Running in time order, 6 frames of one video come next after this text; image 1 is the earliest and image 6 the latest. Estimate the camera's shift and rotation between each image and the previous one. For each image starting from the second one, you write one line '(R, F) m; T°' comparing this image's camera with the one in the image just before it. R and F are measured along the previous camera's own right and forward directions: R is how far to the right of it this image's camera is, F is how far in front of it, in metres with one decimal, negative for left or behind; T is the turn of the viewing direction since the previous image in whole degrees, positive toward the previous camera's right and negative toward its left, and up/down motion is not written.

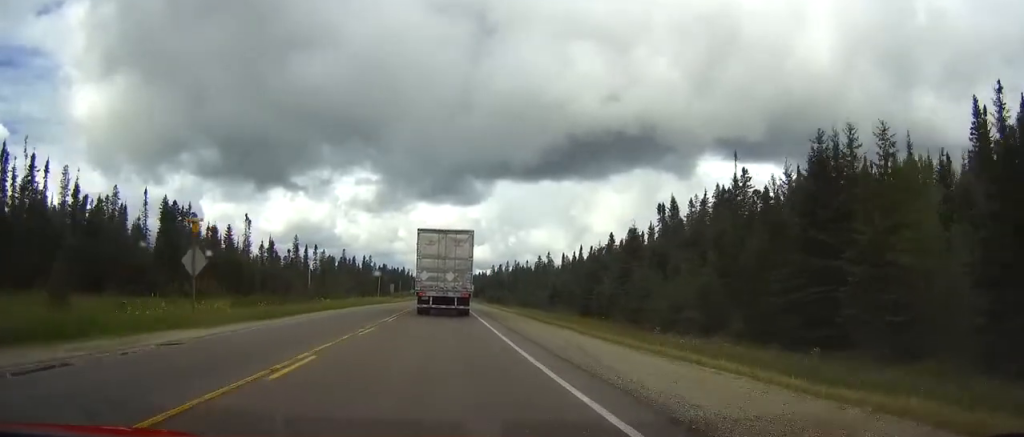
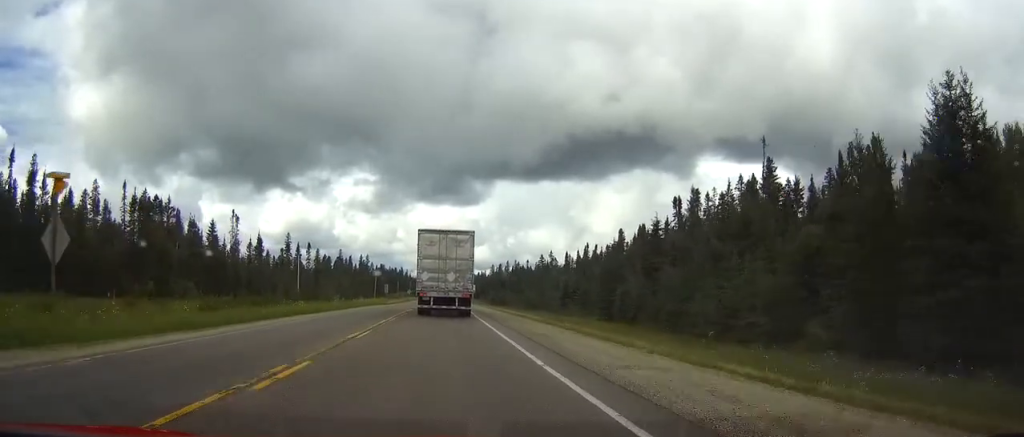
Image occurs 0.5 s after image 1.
(+0.1, +10.2) m; 0°
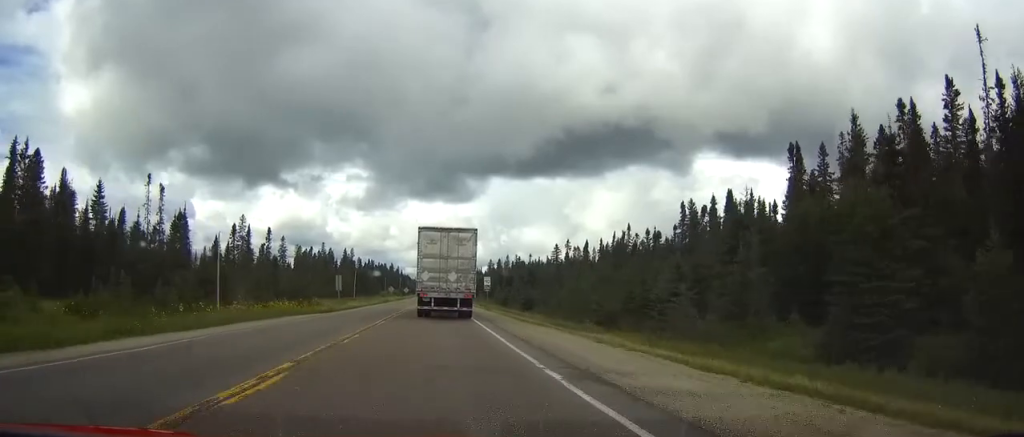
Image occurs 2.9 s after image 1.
(+0.3, +45.8) m; +1°
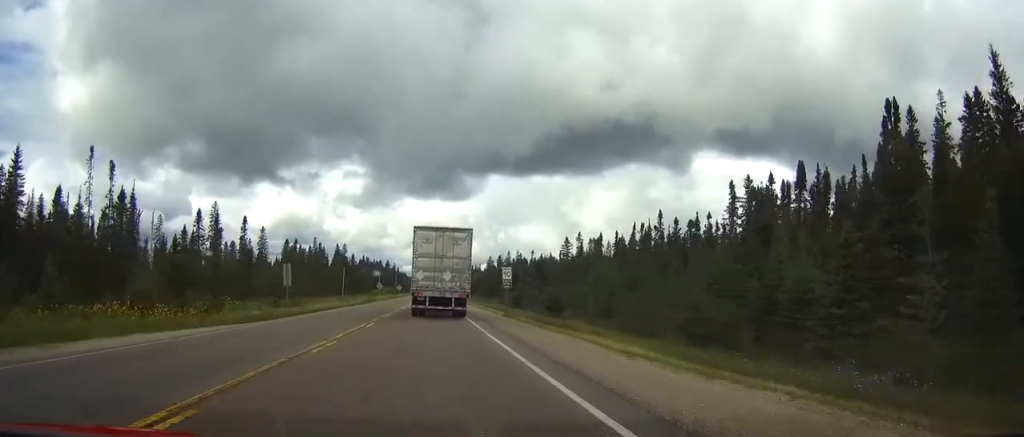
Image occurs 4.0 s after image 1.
(0.0, +21.3) m; 0°
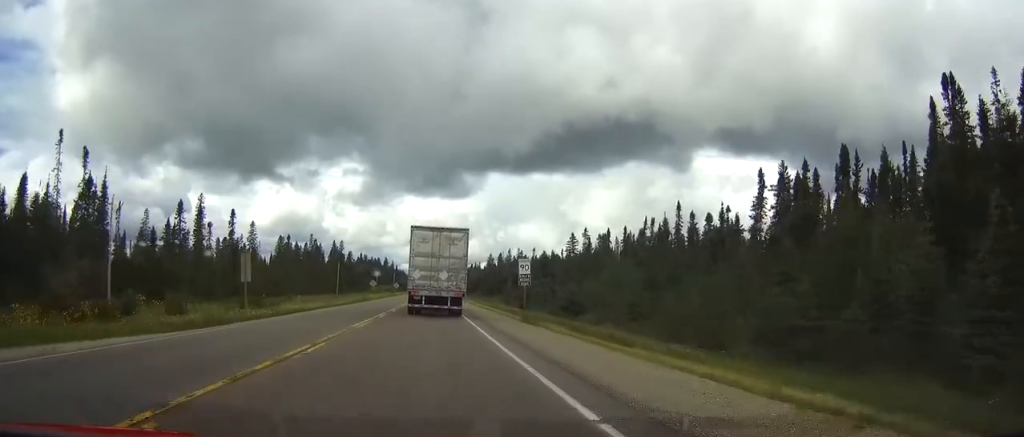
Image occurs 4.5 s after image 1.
(-0.1, +9.6) m; 0°
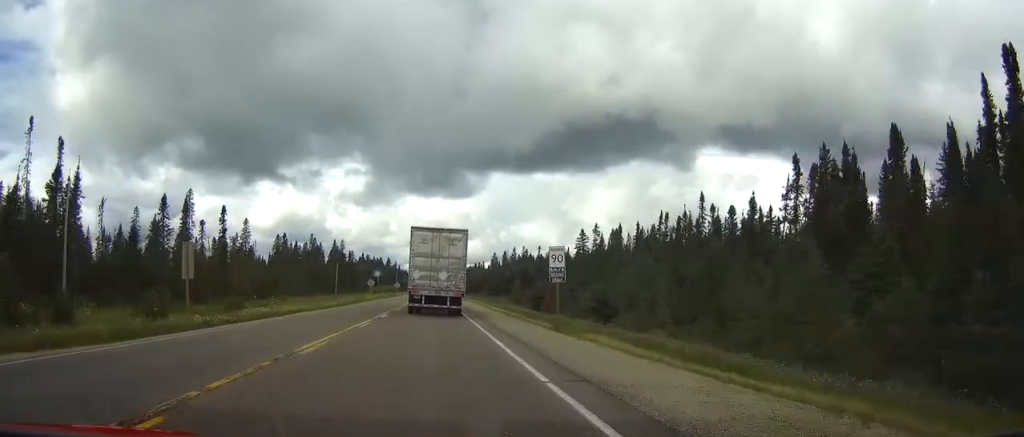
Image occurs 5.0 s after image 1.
(0.0, +8.9) m; 0°
